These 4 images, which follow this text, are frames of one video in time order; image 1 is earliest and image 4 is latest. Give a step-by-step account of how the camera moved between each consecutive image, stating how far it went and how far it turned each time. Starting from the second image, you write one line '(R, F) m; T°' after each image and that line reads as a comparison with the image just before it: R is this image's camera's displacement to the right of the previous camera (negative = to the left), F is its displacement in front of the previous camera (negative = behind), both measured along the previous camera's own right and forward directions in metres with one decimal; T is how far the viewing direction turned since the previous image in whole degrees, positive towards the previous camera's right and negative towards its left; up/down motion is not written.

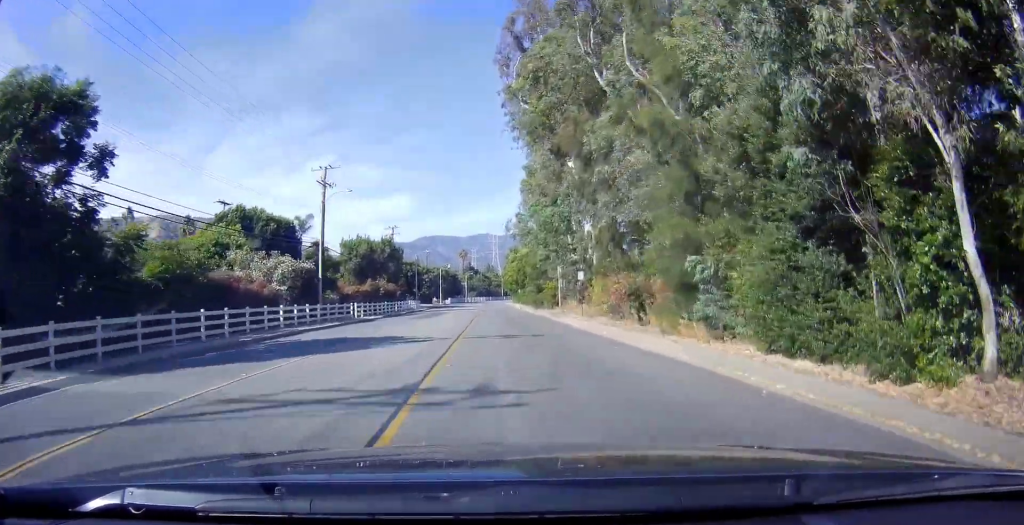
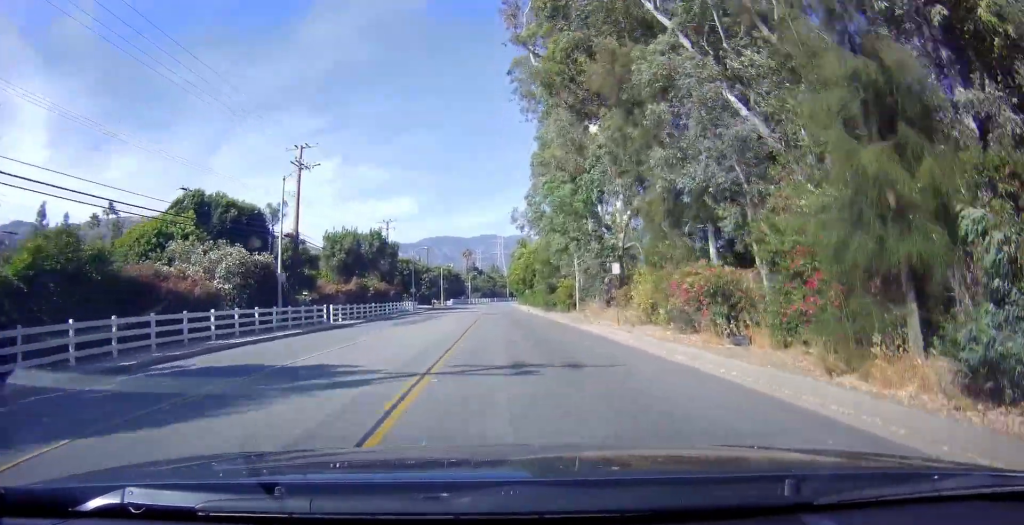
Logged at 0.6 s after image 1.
(+0.1, +8.7) m; +6°
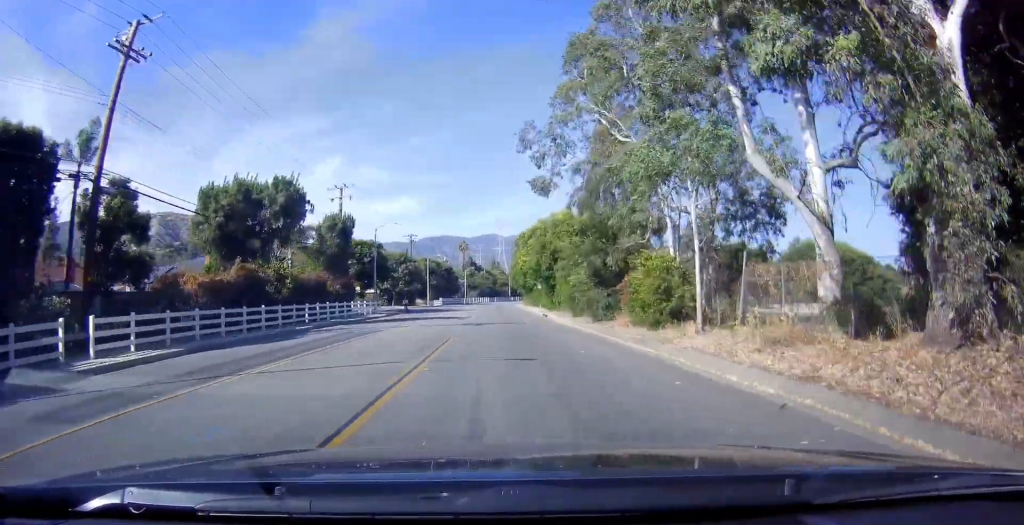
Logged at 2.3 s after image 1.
(+6.9, +25.7) m; +10°
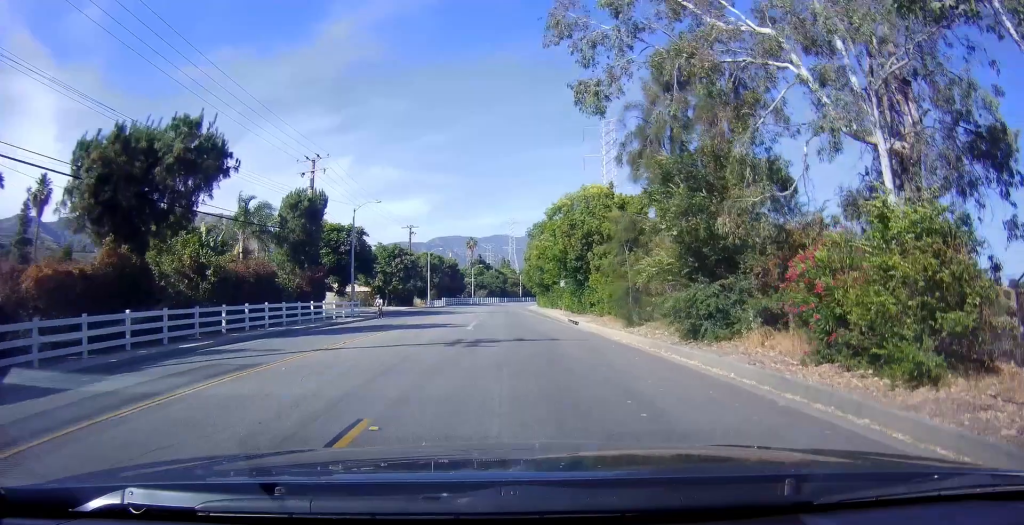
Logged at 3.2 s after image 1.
(-2.3, +13.2) m; -6°
